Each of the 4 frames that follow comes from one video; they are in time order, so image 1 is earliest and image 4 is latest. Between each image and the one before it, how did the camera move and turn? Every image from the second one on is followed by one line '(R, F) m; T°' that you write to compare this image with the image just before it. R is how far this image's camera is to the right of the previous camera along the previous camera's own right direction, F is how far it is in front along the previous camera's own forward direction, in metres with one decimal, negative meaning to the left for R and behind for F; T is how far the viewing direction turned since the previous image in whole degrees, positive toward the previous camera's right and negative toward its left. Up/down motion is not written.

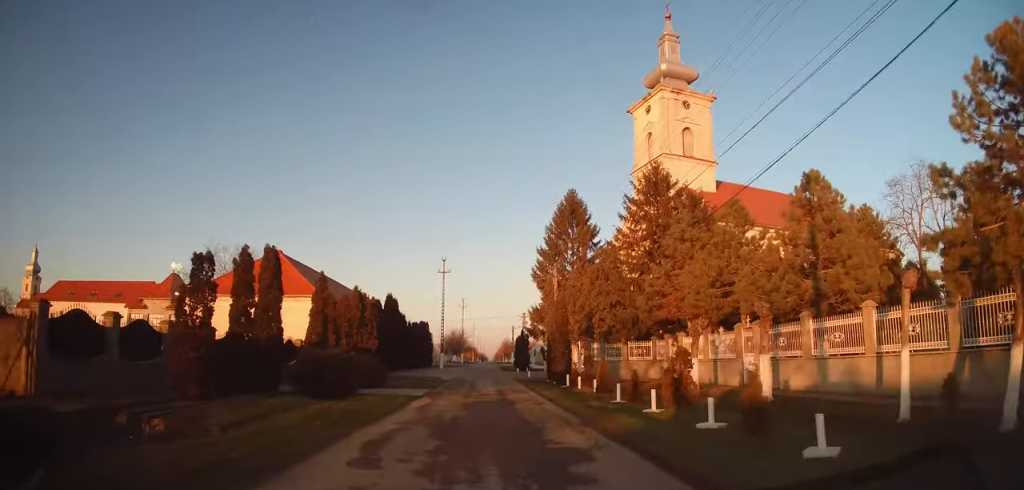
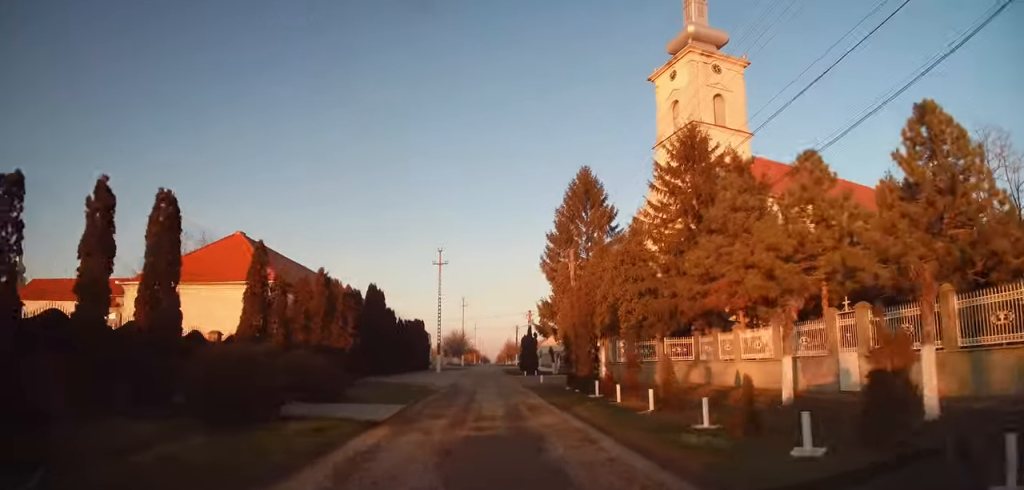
(-0.2, +7.4) m; -1°
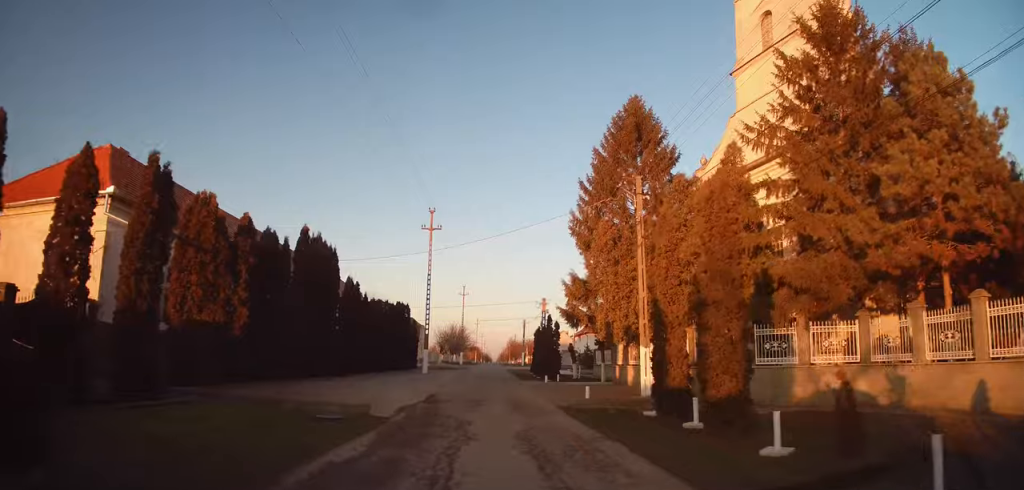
(-0.1, +14.2) m; -2°
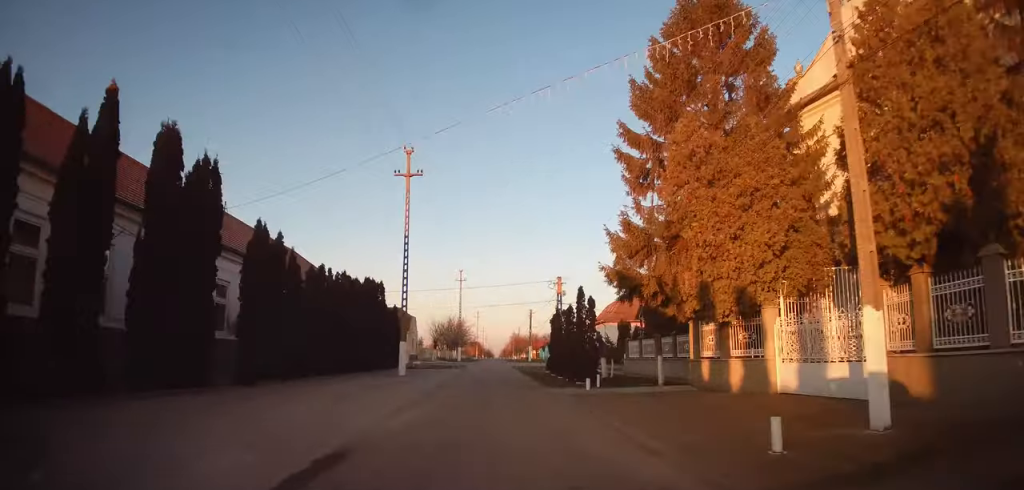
(-0.3, +12.3) m; -2°
